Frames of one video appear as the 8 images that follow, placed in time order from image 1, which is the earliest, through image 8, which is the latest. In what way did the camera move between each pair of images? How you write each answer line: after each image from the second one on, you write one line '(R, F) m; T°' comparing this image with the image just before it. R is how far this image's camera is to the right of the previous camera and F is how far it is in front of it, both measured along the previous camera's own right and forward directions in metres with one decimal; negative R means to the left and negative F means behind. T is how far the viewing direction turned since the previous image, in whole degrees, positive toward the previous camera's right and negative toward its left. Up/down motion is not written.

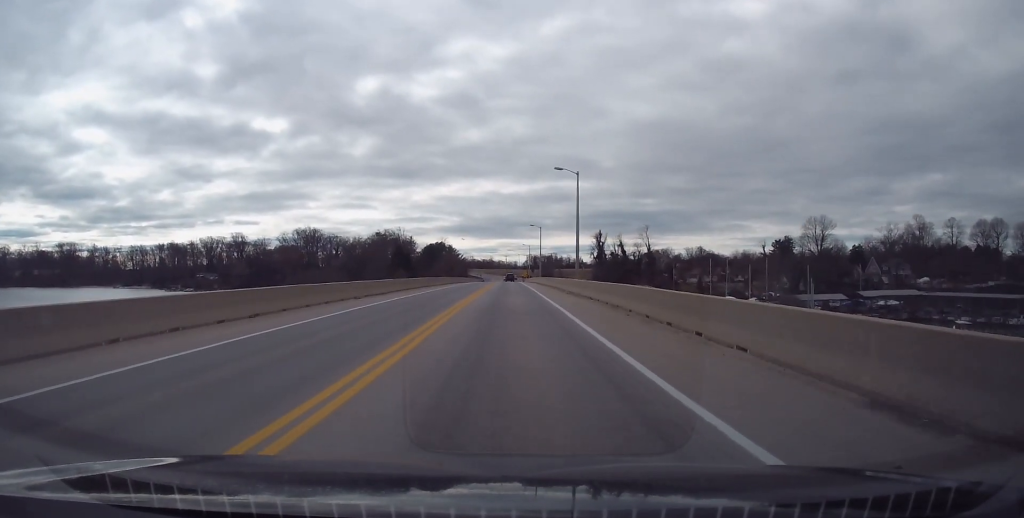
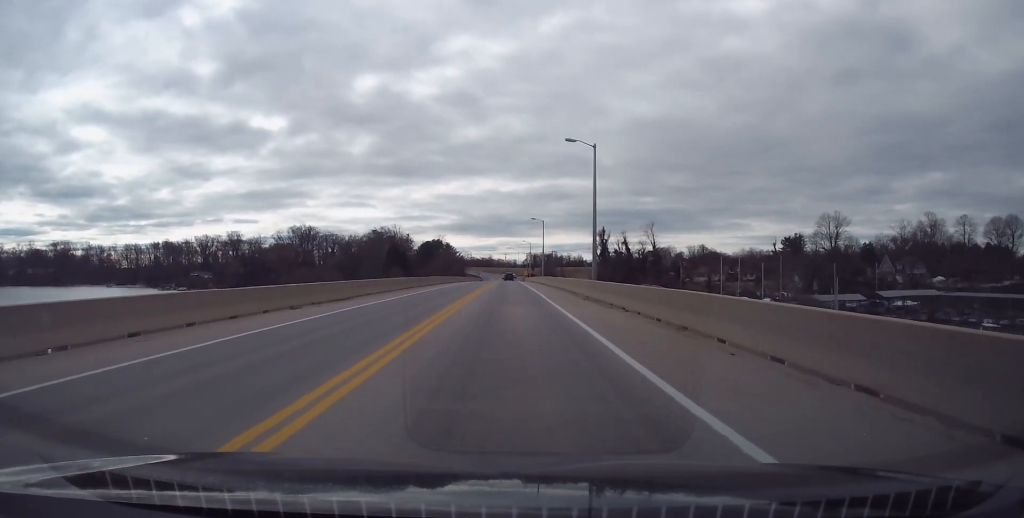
(+0.1, +10.0) m; 0°
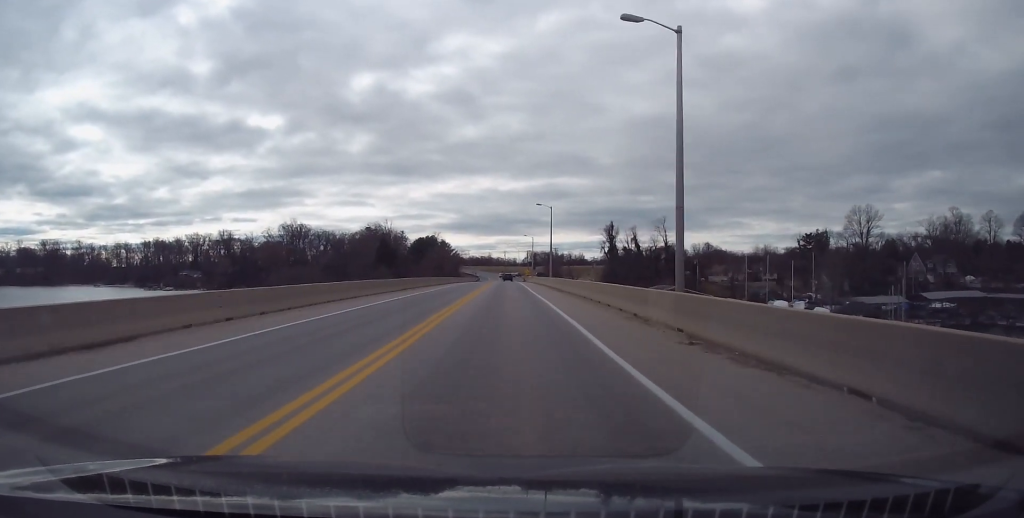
(-0.1, +19.2) m; -1°
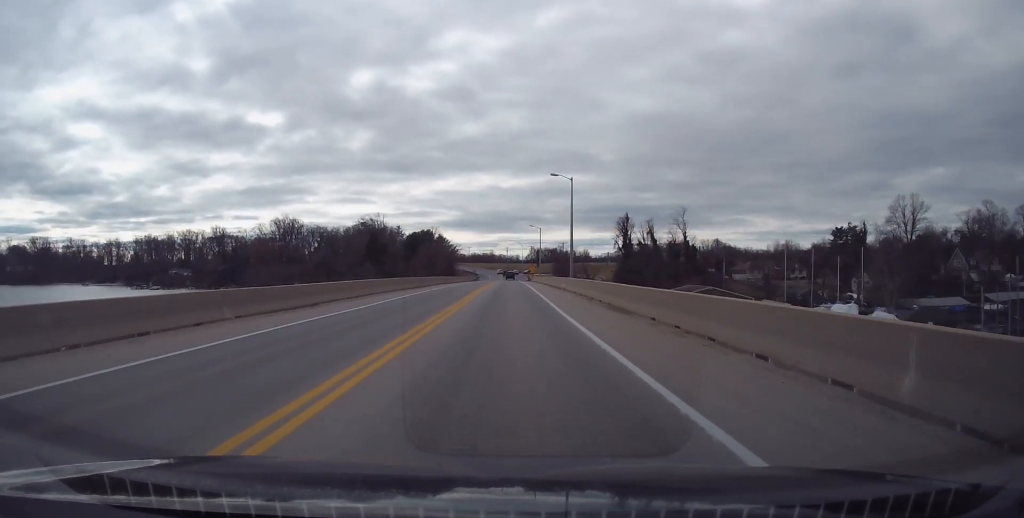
(-0.2, +21.6) m; -1°
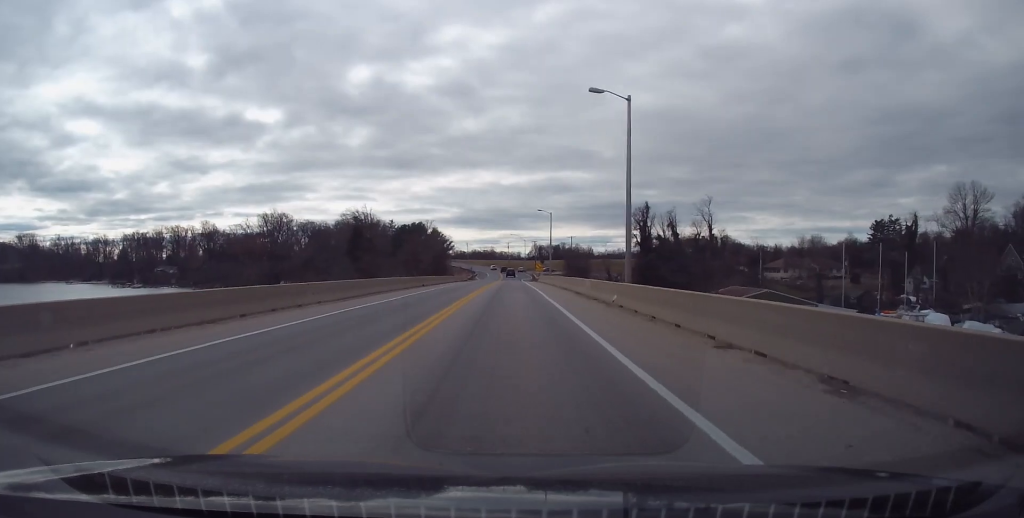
(-0.1, +24.7) m; 0°
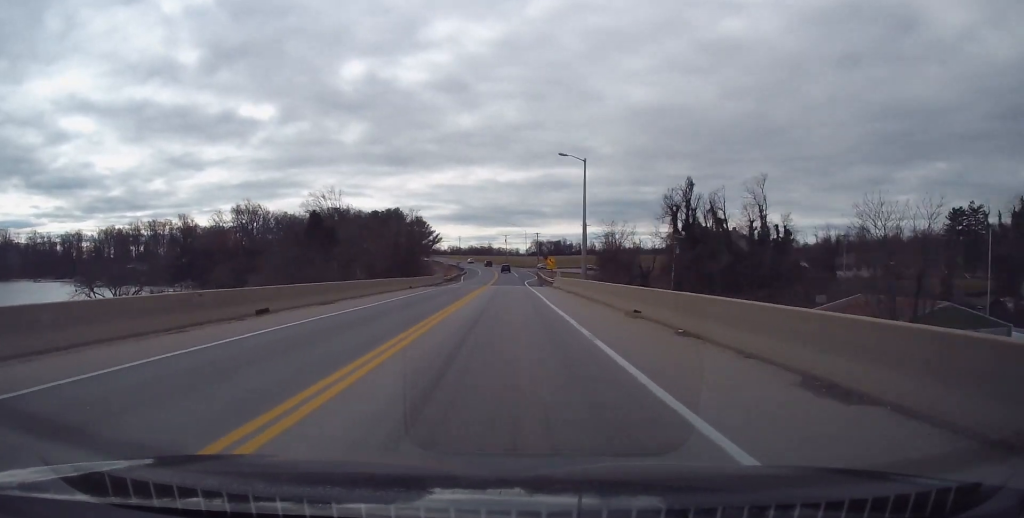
(+0.3, +38.7) m; +1°
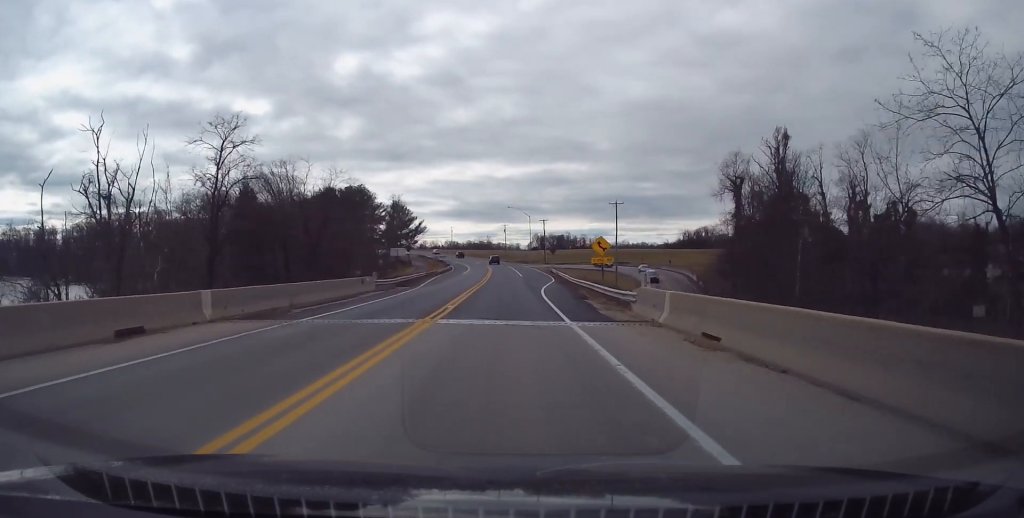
(+0.1, +40.2) m; -1°
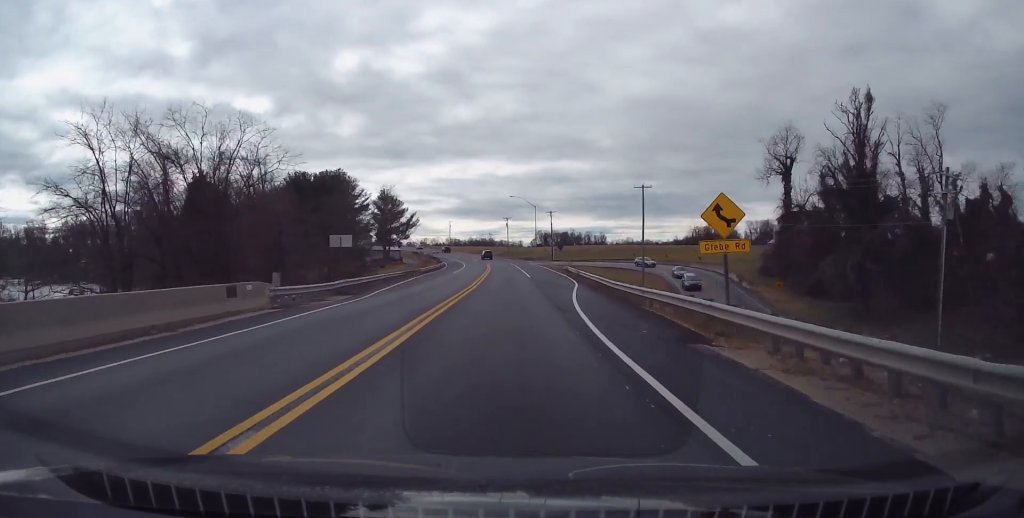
(-0.6, +18.4) m; 0°
